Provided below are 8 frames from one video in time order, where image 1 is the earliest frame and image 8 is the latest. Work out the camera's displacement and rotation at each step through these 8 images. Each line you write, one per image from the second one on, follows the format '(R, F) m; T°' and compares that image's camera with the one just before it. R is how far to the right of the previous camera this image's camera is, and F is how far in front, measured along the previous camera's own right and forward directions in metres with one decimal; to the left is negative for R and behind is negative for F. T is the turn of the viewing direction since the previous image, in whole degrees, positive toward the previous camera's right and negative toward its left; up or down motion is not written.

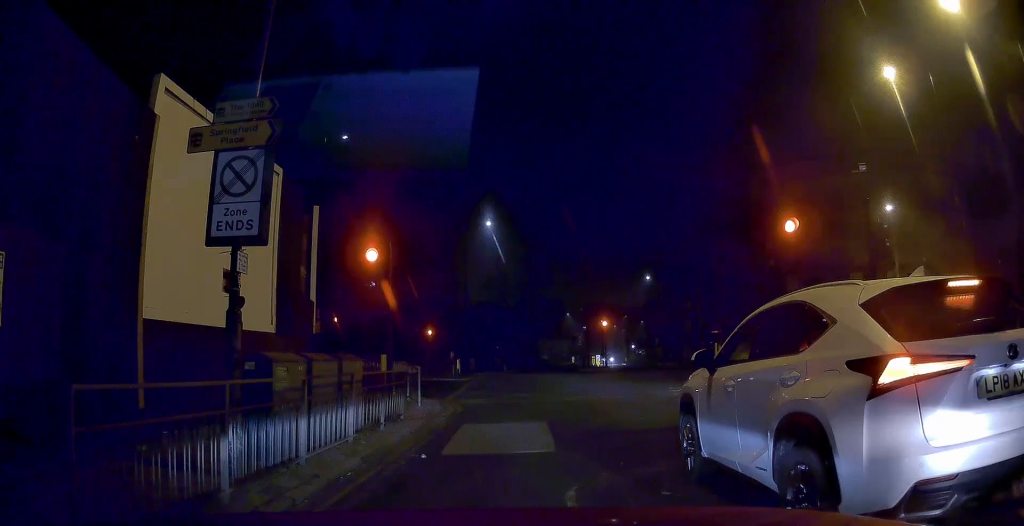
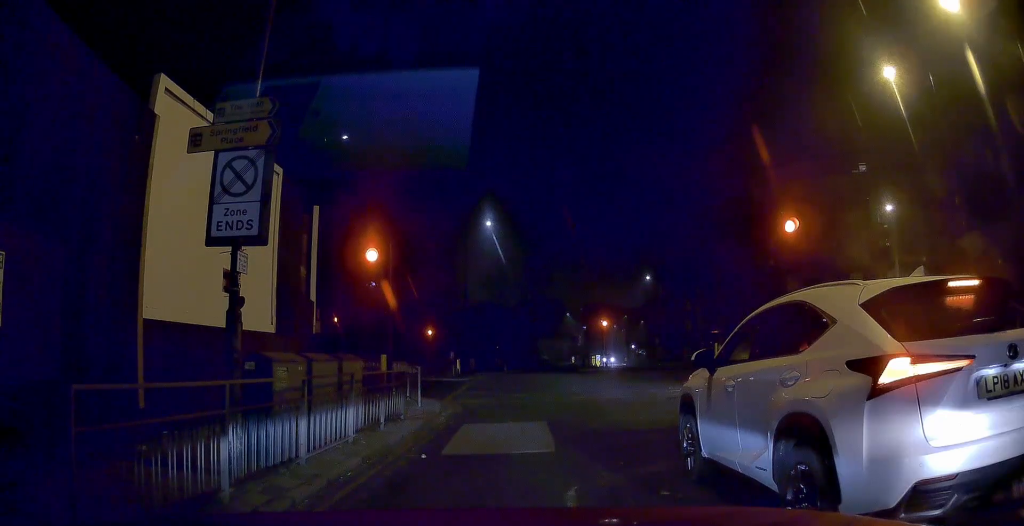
(0.0, 0.0) m; 0°
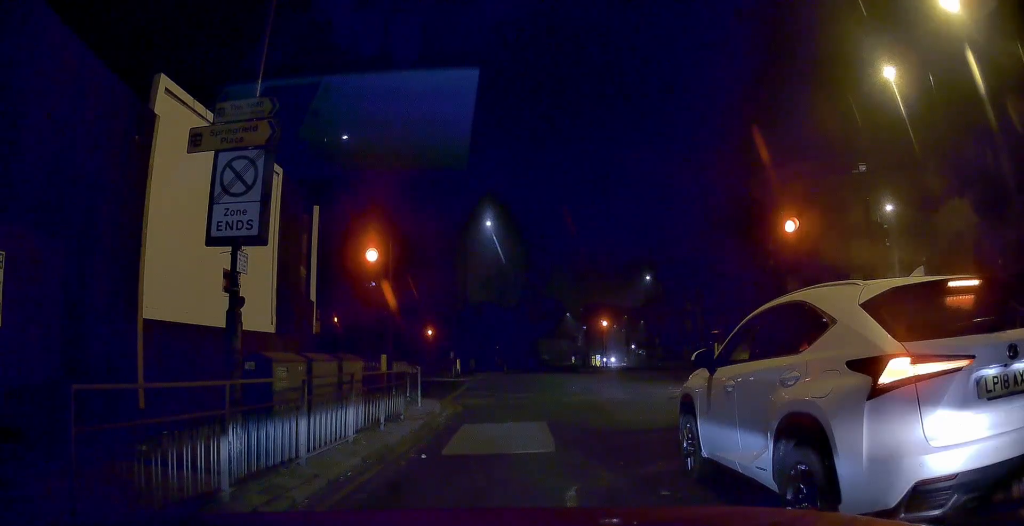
(0.0, 0.0) m; 0°
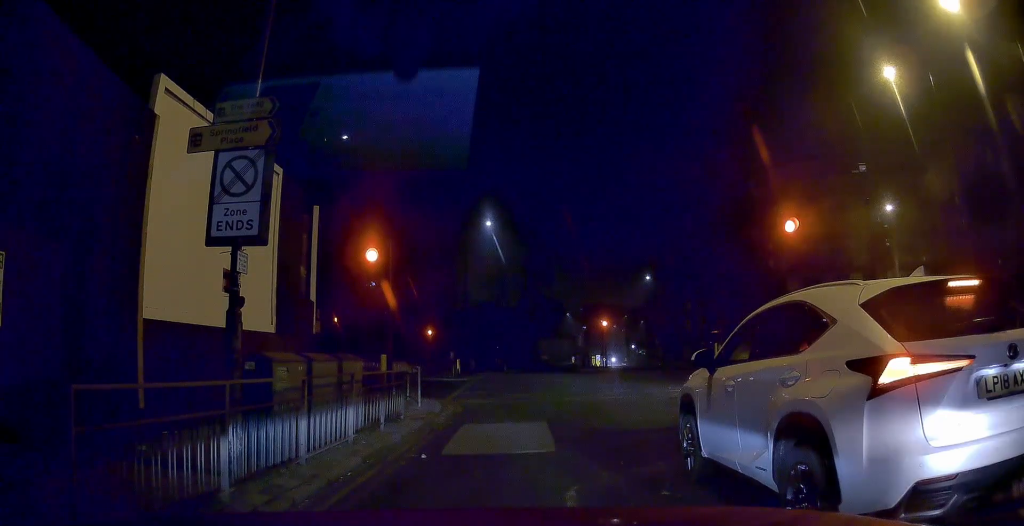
(0.0, 0.0) m; 0°
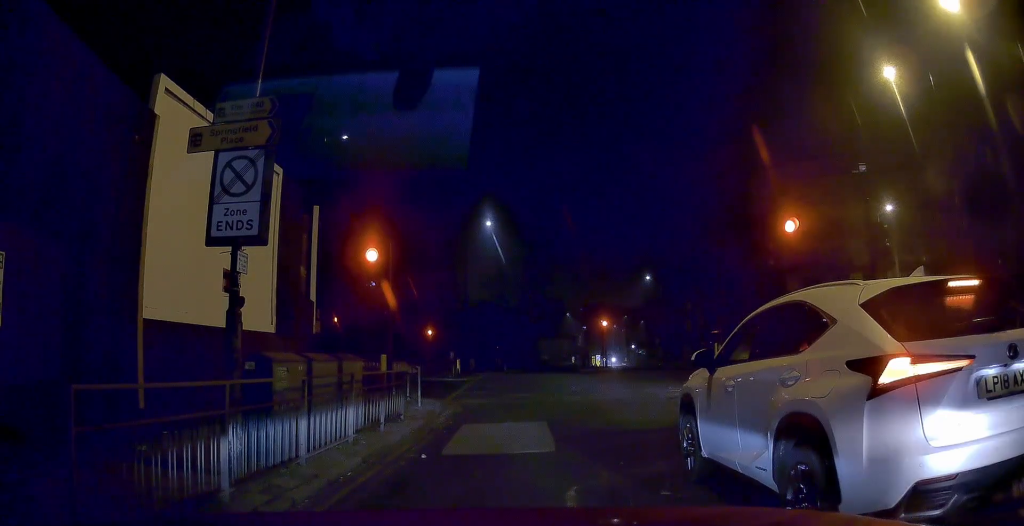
(0.0, 0.0) m; 0°
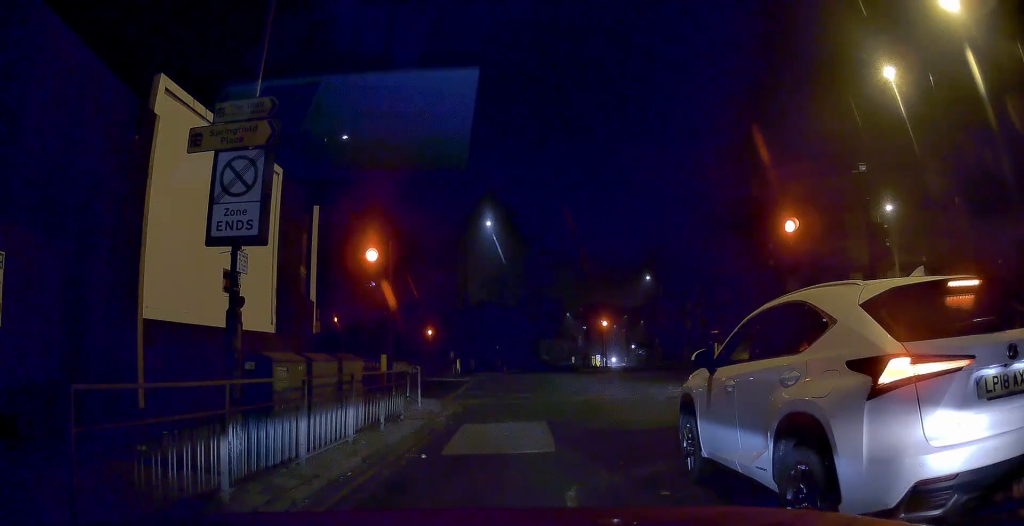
(0.0, 0.0) m; 0°
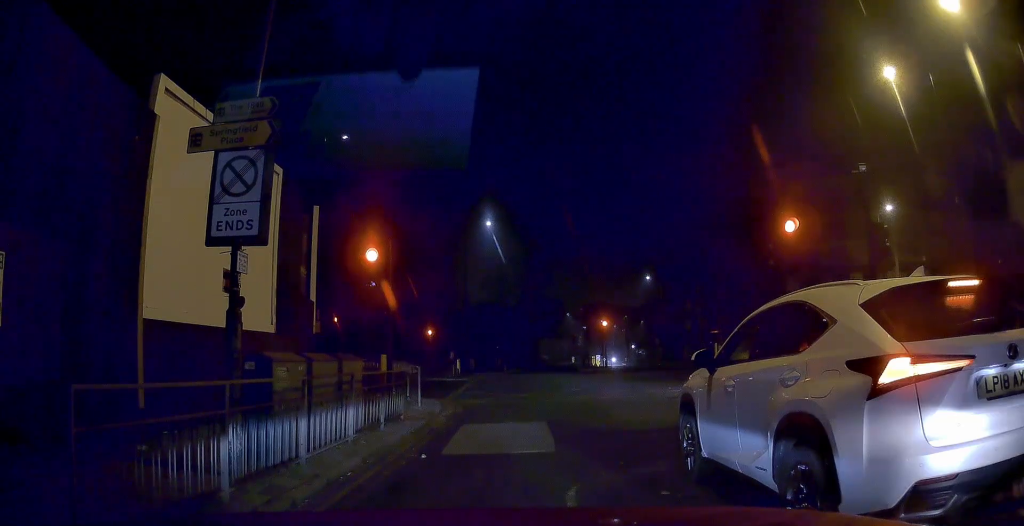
(0.0, 0.0) m; 0°
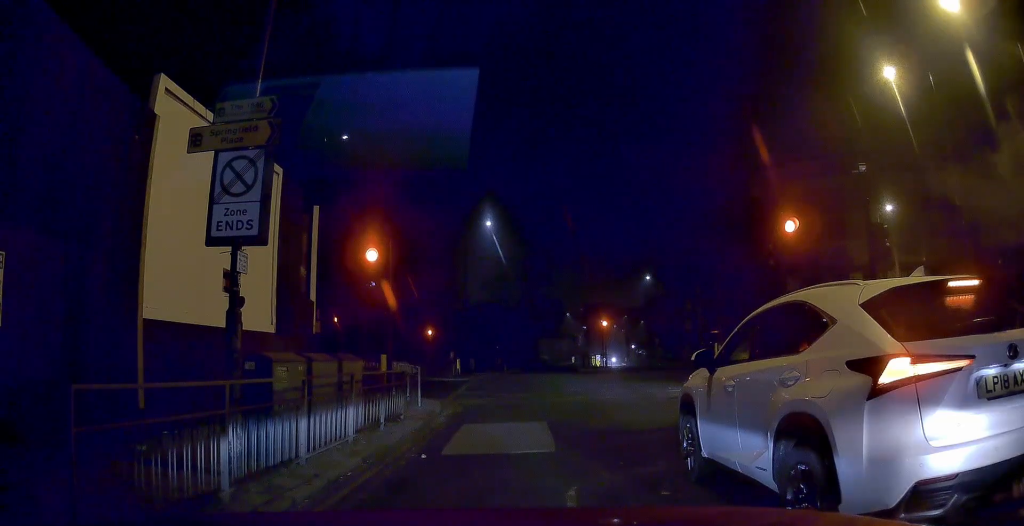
(0.0, 0.0) m; 0°
